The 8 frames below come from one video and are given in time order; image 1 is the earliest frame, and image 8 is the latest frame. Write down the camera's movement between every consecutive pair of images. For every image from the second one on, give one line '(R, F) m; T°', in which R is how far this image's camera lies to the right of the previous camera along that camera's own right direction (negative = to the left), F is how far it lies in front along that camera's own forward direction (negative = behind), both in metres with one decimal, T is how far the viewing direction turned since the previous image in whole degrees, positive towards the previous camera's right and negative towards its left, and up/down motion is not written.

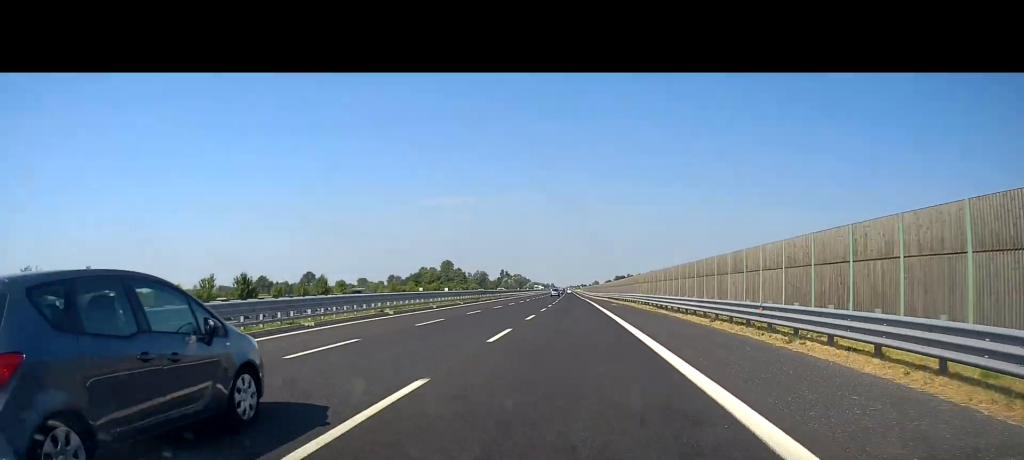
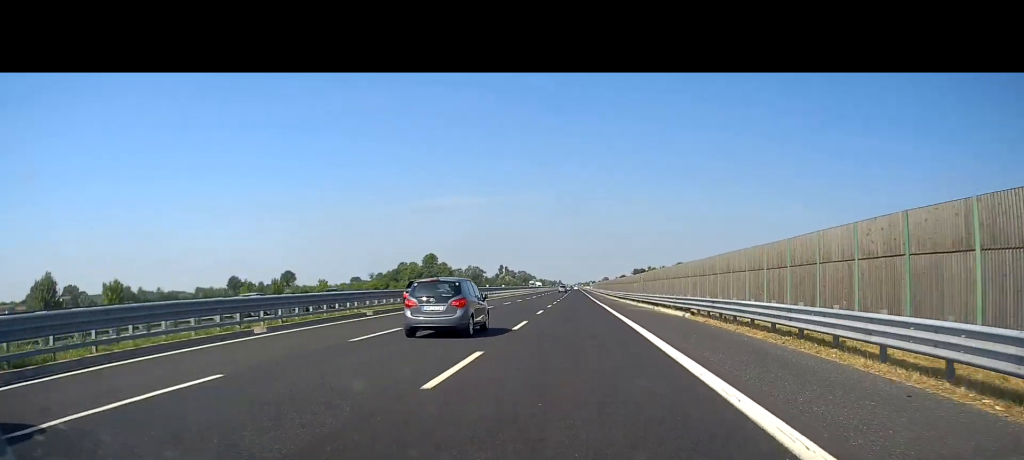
(-0.4, +65.0) m; -1°
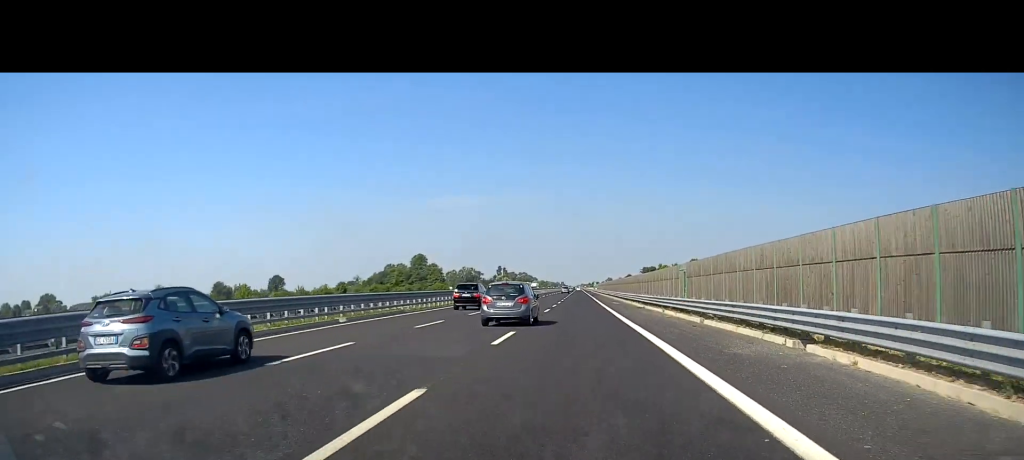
(+0.1, +28.0) m; +1°
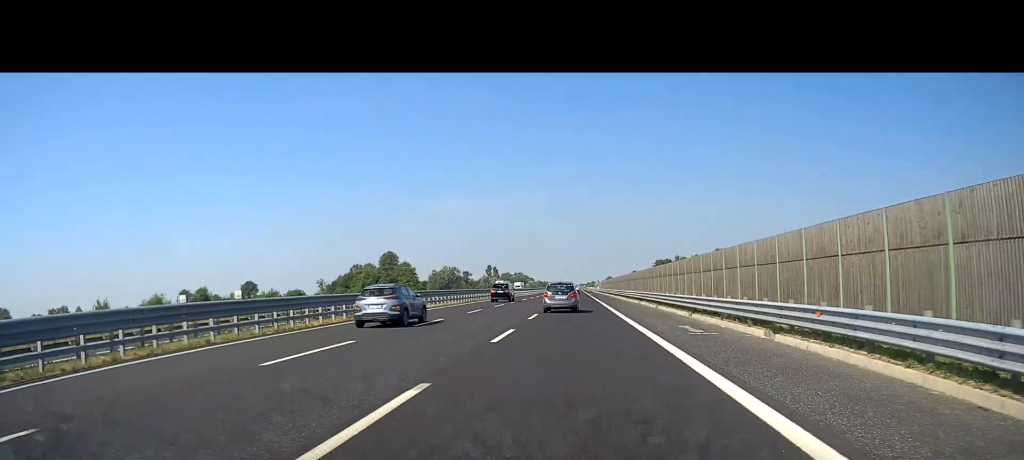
(0.0, +45.5) m; -1°
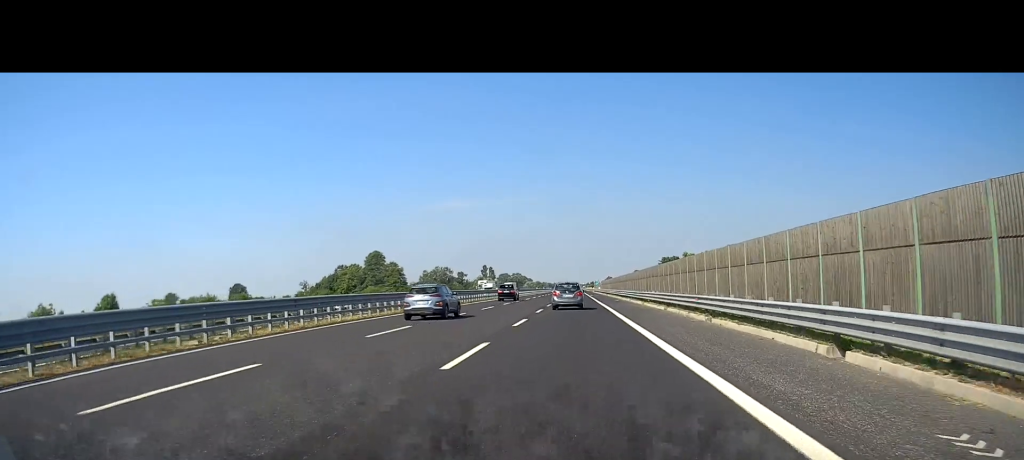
(0.0, +16.7) m; 0°
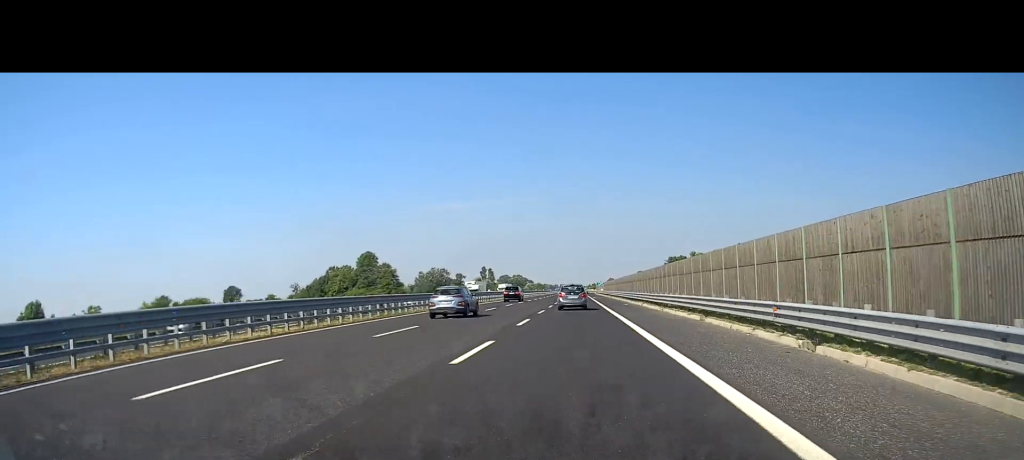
(0.0, +10.5) m; 0°
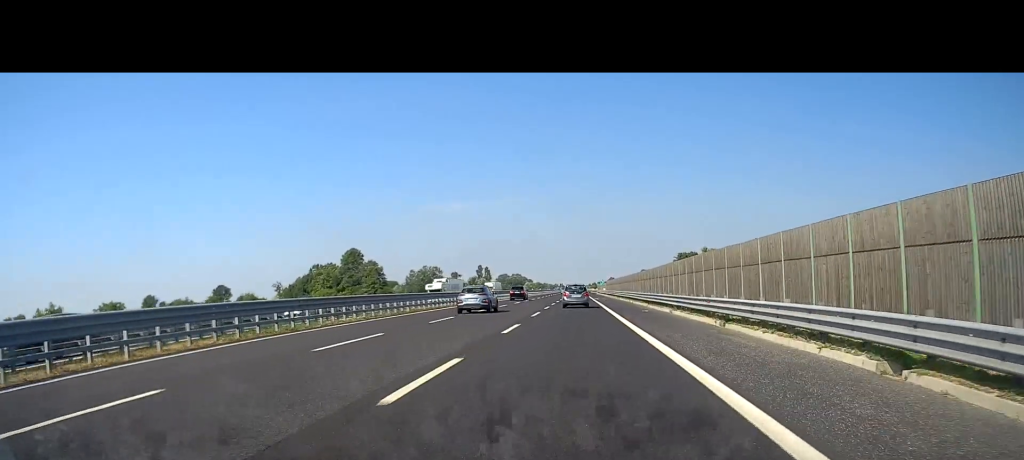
(0.0, +15.8) m; +1°
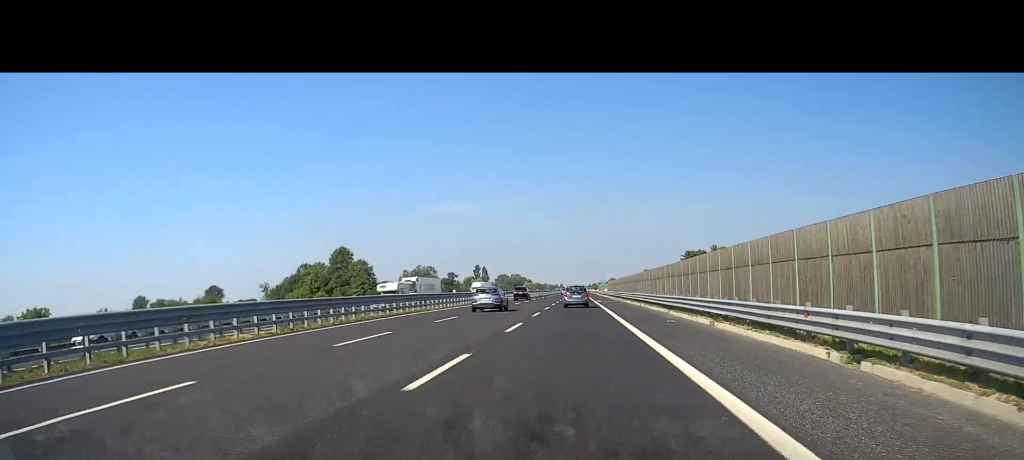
(-0.1, +10.5) m; 0°
